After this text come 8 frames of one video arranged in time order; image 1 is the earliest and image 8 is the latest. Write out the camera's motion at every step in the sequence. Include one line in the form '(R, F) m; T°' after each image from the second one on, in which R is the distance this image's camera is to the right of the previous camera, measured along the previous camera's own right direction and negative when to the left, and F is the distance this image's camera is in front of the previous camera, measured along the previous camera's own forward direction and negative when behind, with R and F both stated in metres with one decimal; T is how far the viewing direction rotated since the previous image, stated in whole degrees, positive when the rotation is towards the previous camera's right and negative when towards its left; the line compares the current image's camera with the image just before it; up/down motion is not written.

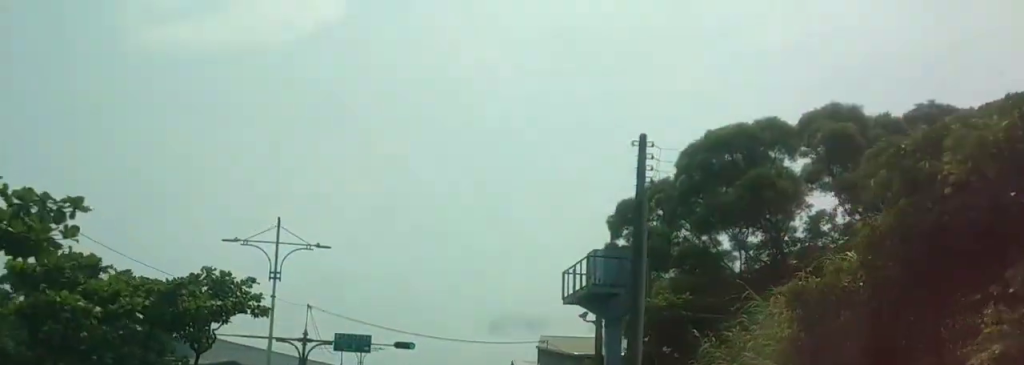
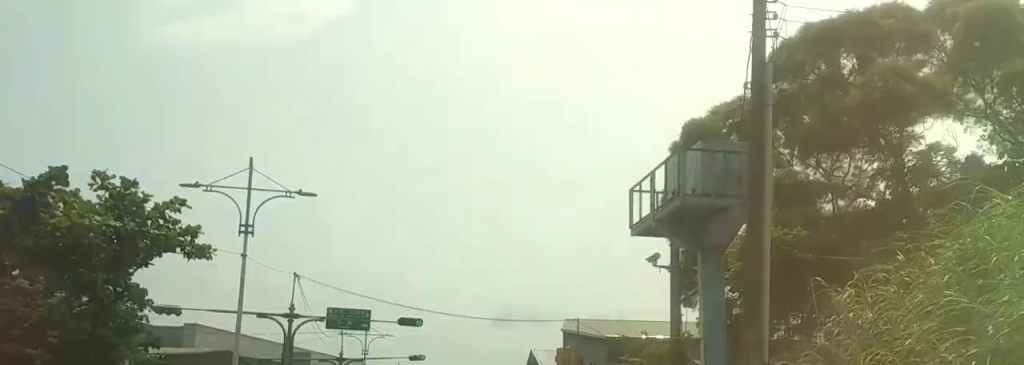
(-0.8, +7.4) m; -11°
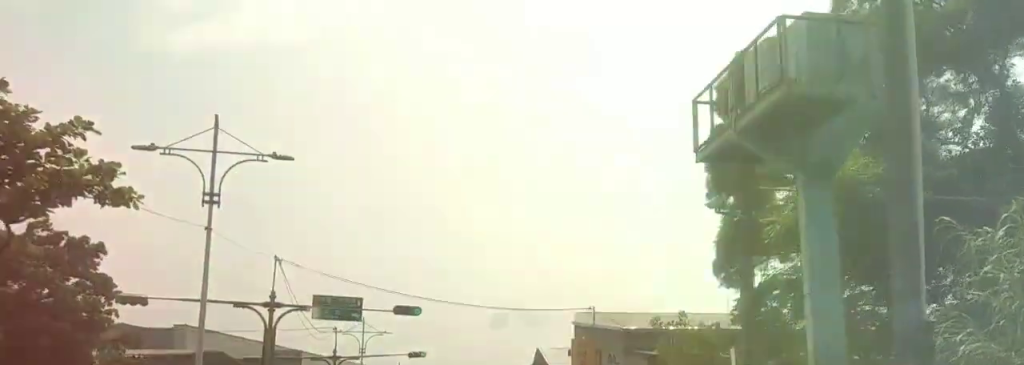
(-0.2, +4.5) m; -1°
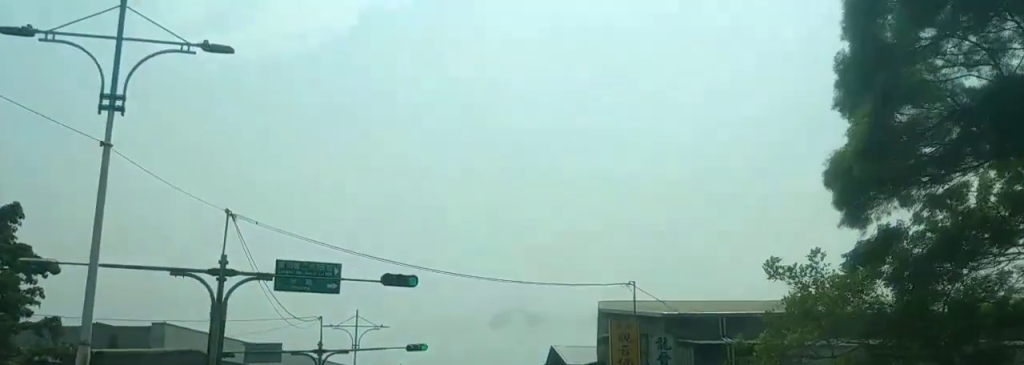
(0.0, +7.1) m; +1°
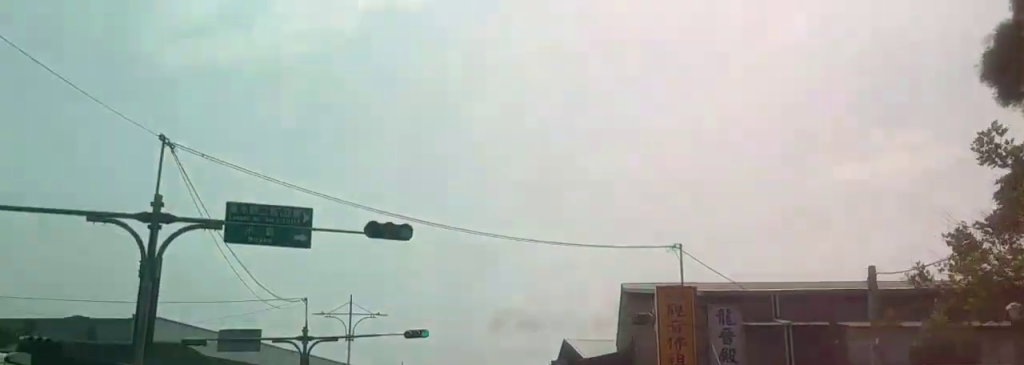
(0.0, +5.2) m; 0°
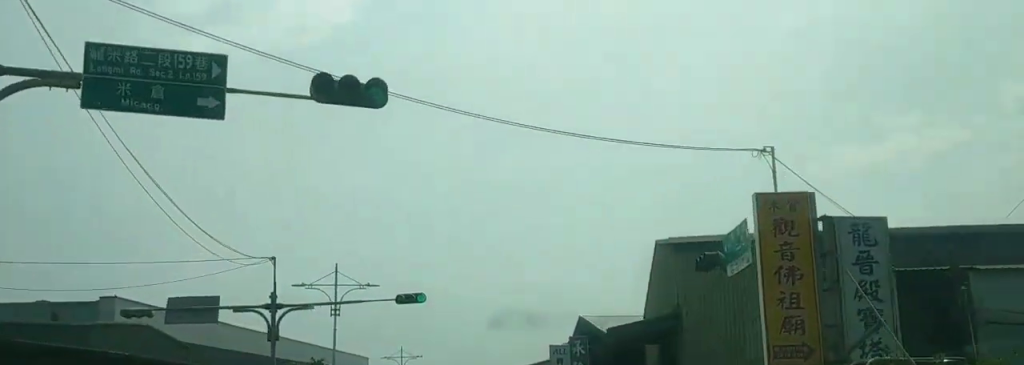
(+0.1, +6.1) m; 0°
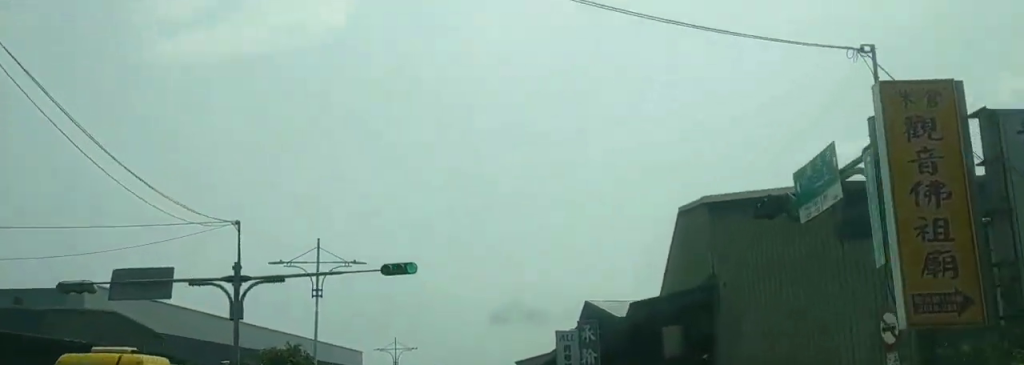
(-0.1, +4.3) m; 0°
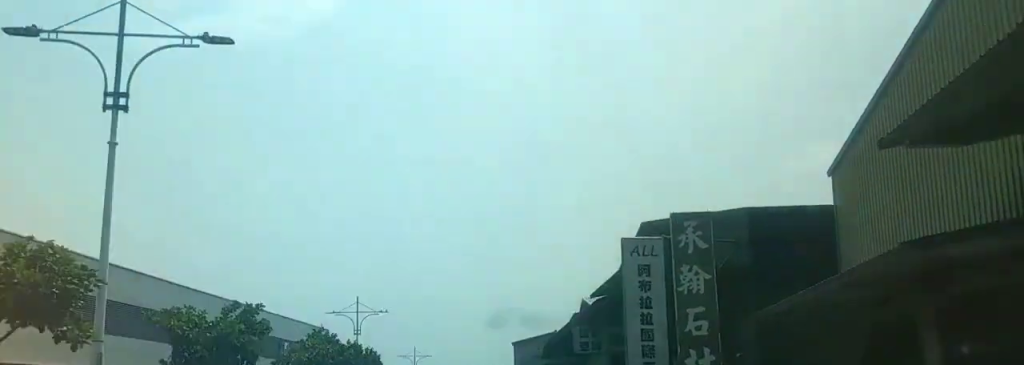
(0.0, +19.9) m; 0°
